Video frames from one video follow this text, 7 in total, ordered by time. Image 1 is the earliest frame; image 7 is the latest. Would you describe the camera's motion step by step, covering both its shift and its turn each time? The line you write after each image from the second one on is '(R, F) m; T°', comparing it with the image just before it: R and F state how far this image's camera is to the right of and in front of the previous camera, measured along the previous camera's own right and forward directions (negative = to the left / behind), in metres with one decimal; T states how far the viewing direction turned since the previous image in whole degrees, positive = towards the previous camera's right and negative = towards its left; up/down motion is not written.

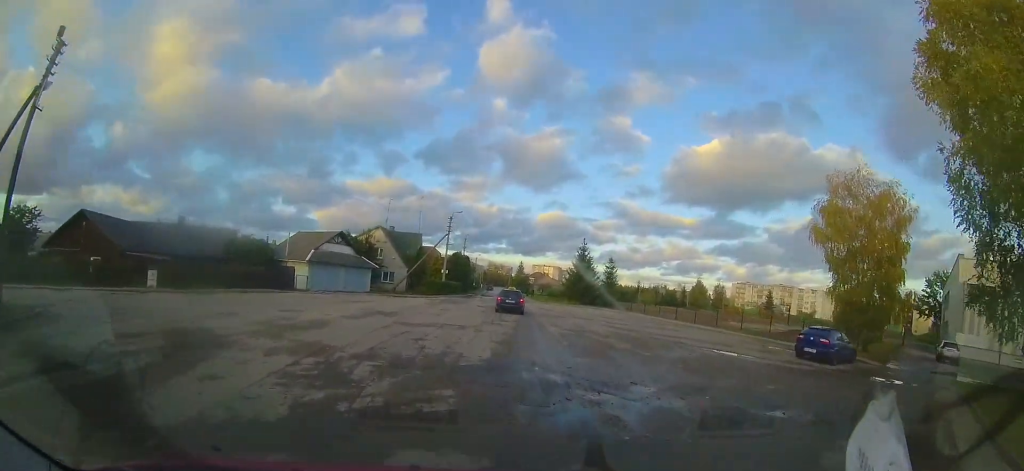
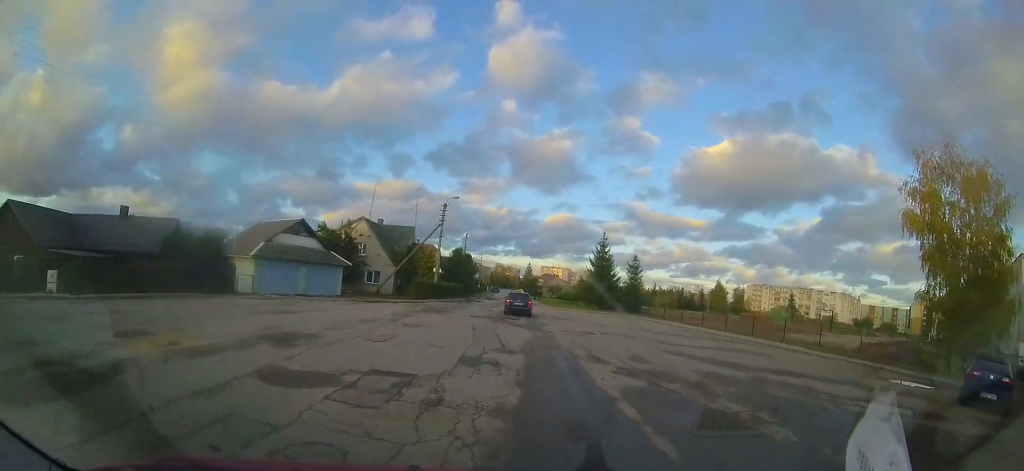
(0.0, +8.1) m; +2°
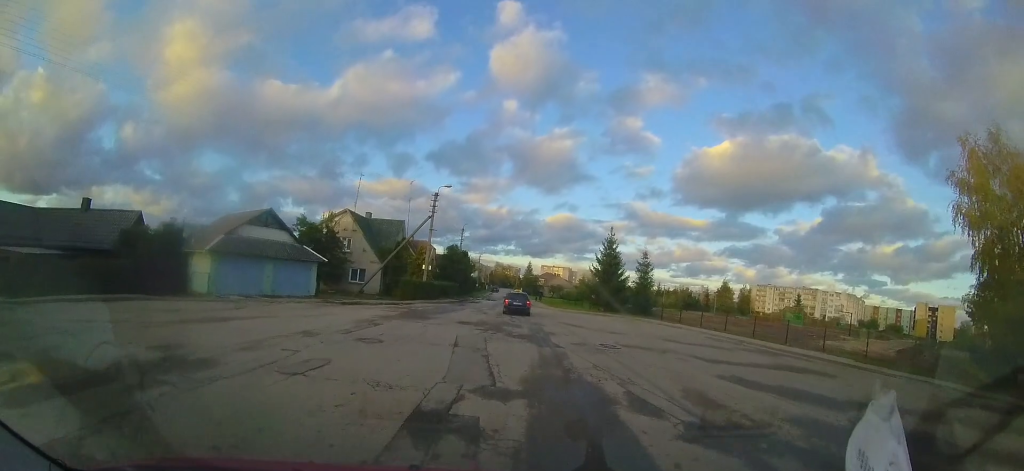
(+0.1, +4.3) m; +1°
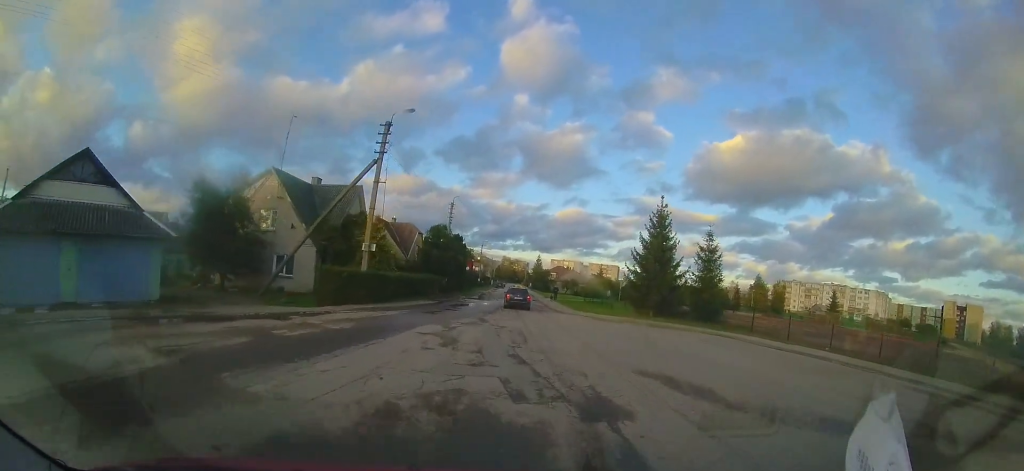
(-0.5, +13.6) m; -4°
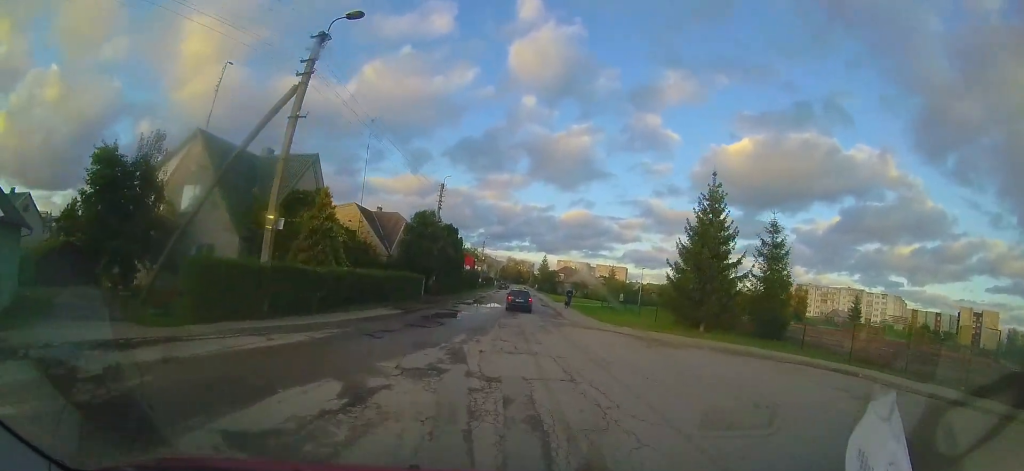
(-0.1, +6.9) m; 0°
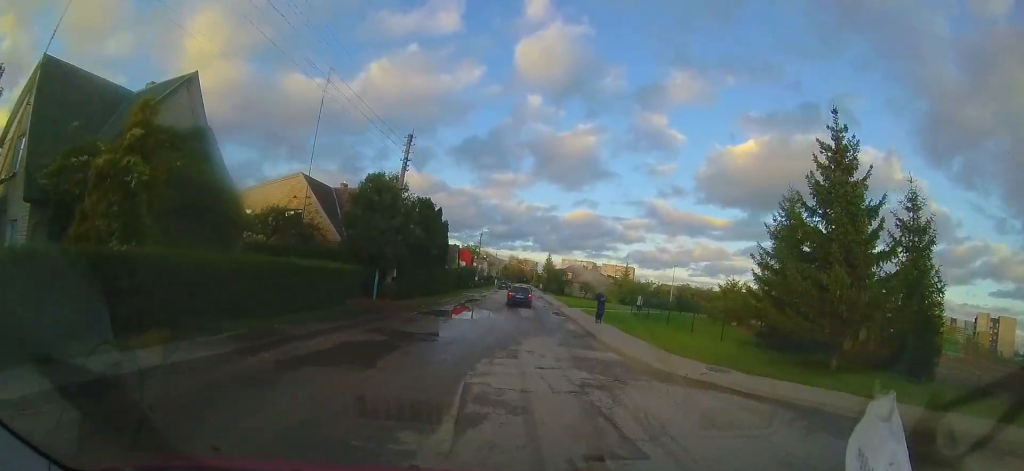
(+0.1, +9.4) m; -2°
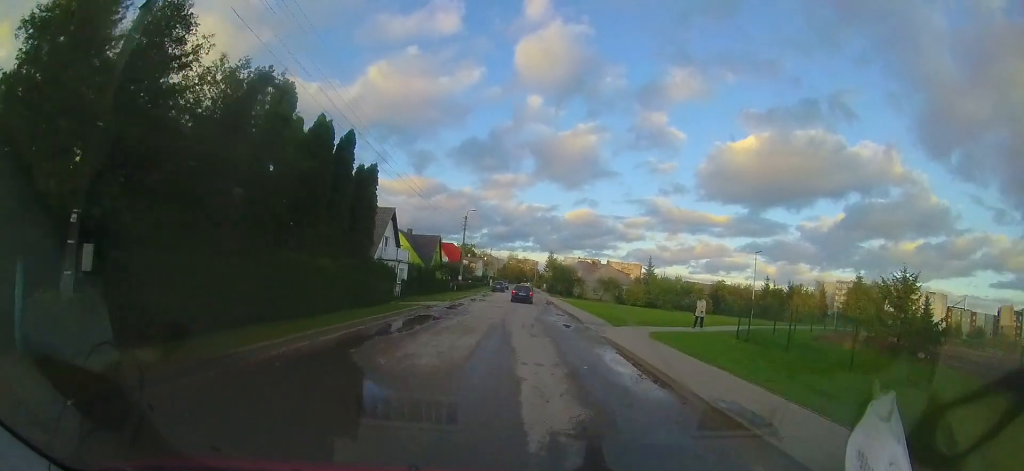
(-0.7, +15.5) m; -1°
